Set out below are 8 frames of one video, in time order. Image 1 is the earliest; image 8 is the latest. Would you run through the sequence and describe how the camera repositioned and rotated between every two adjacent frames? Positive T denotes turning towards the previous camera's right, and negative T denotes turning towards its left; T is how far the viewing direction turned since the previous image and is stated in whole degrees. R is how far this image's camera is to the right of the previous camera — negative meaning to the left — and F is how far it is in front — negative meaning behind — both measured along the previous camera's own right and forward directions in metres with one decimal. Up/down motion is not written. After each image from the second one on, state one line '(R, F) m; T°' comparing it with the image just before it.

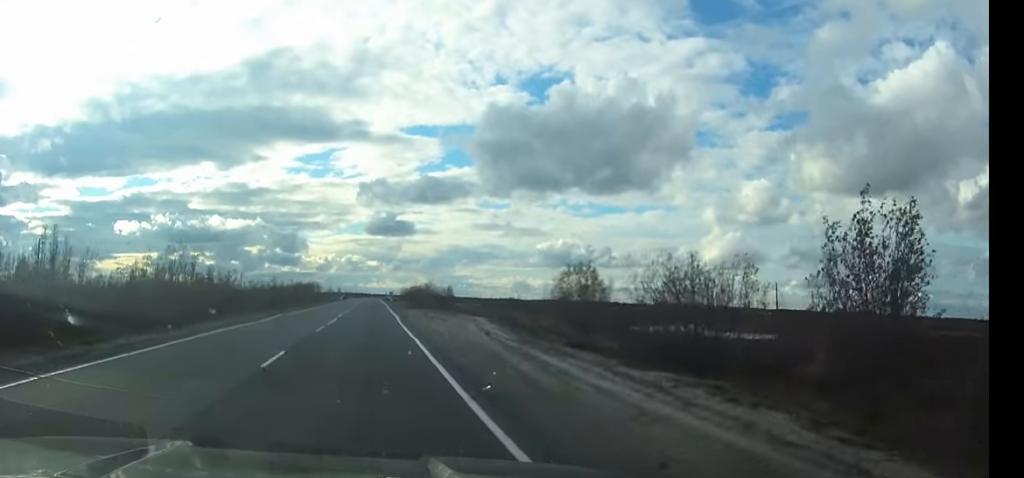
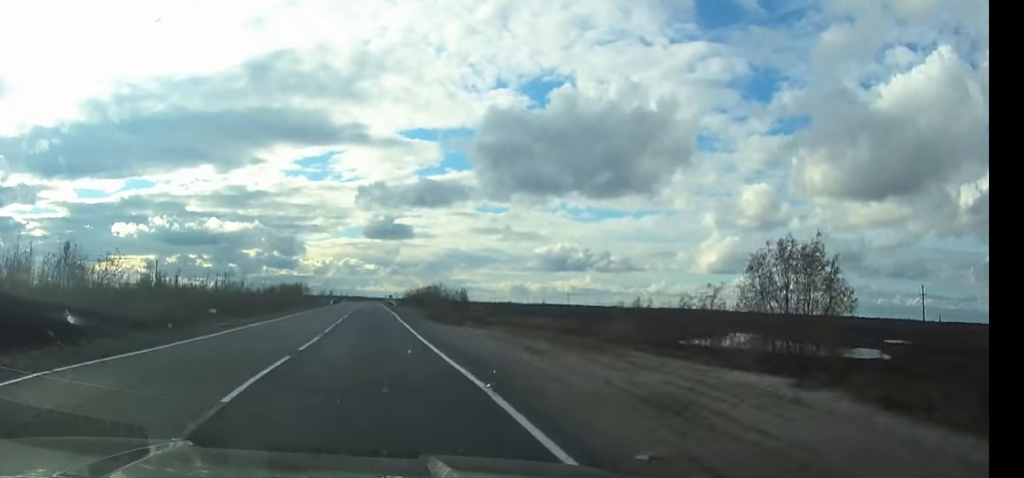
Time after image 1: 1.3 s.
(-0.1, +29.1) m; 0°
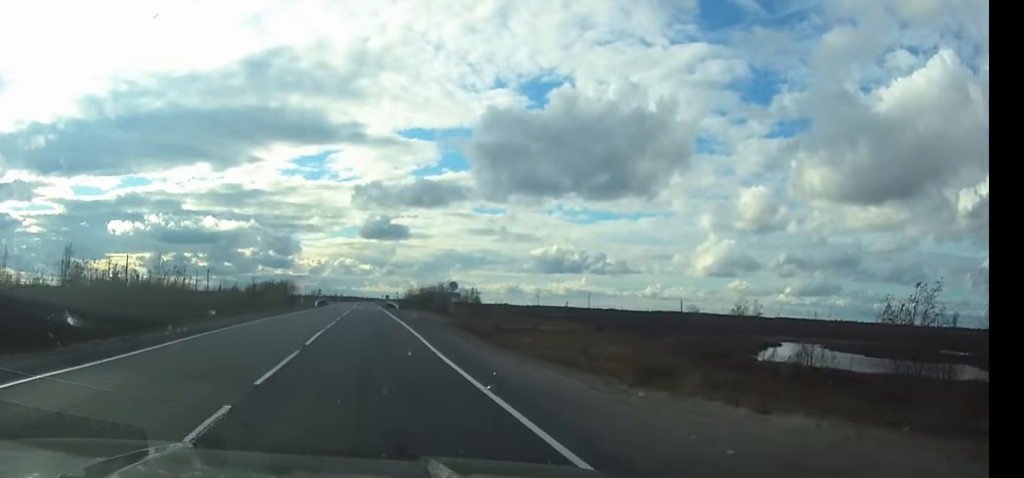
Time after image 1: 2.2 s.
(+0.1, +22.6) m; 0°
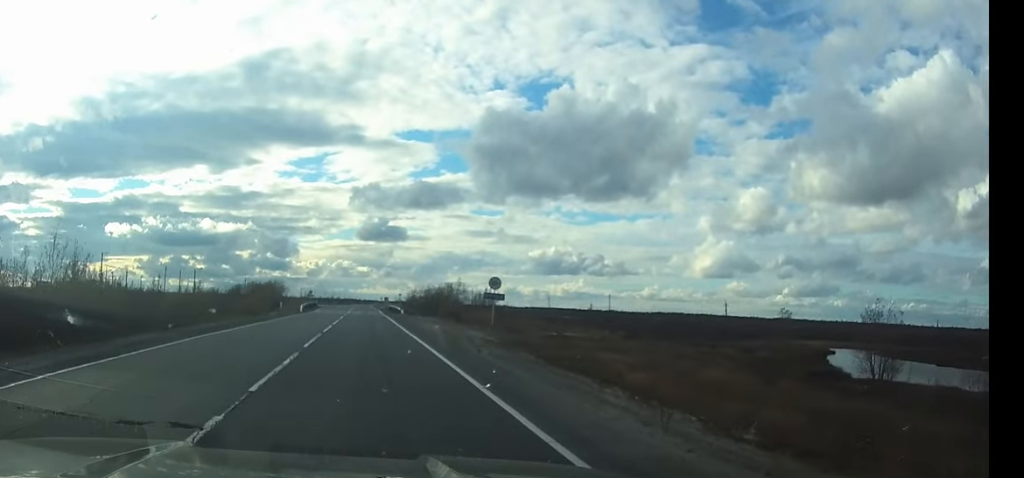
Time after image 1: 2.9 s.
(0.0, +16.0) m; 0°
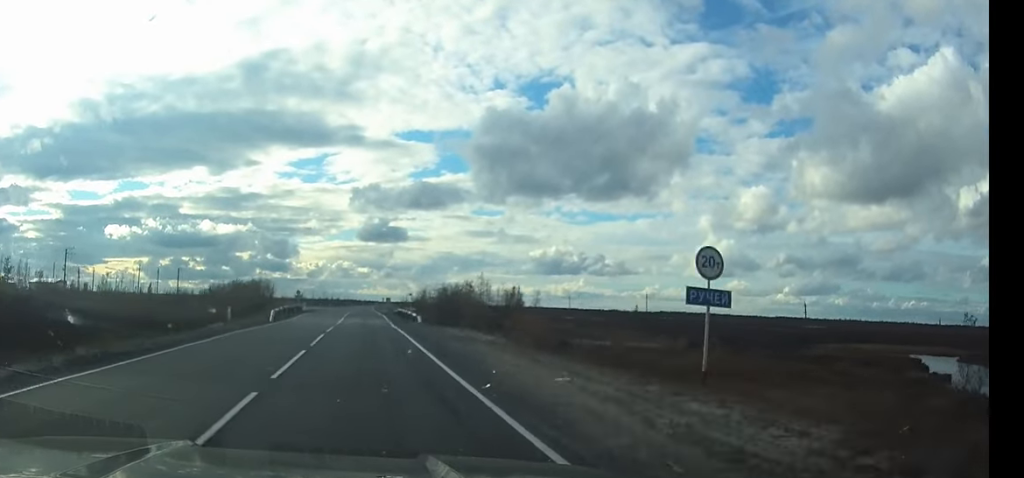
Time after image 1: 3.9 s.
(0.0, +20.9) m; 0°
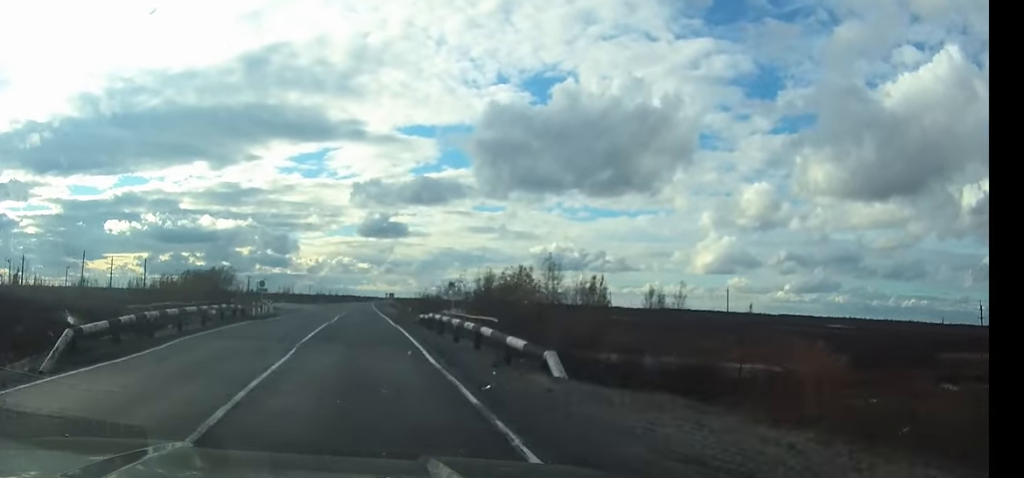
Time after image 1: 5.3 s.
(+0.1, +32.7) m; 0°
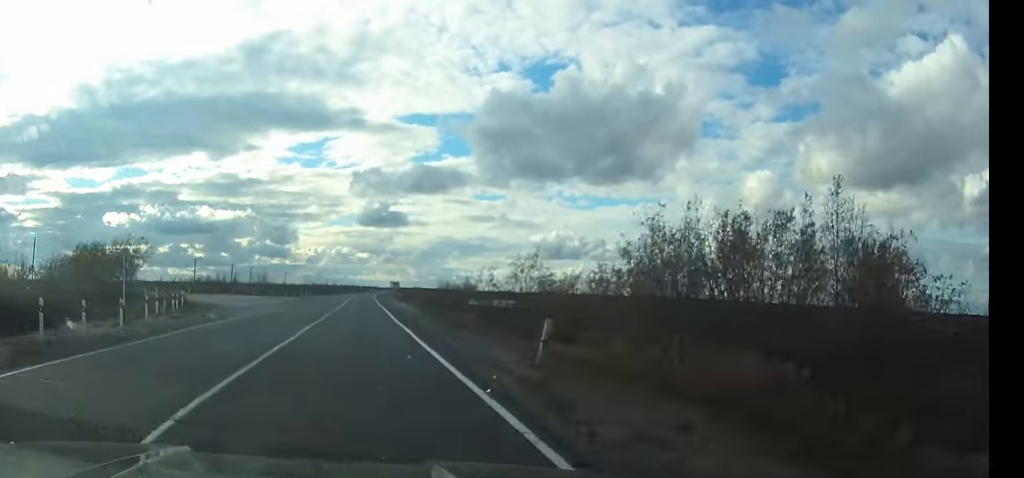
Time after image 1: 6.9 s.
(0.0, +39.2) m; 0°
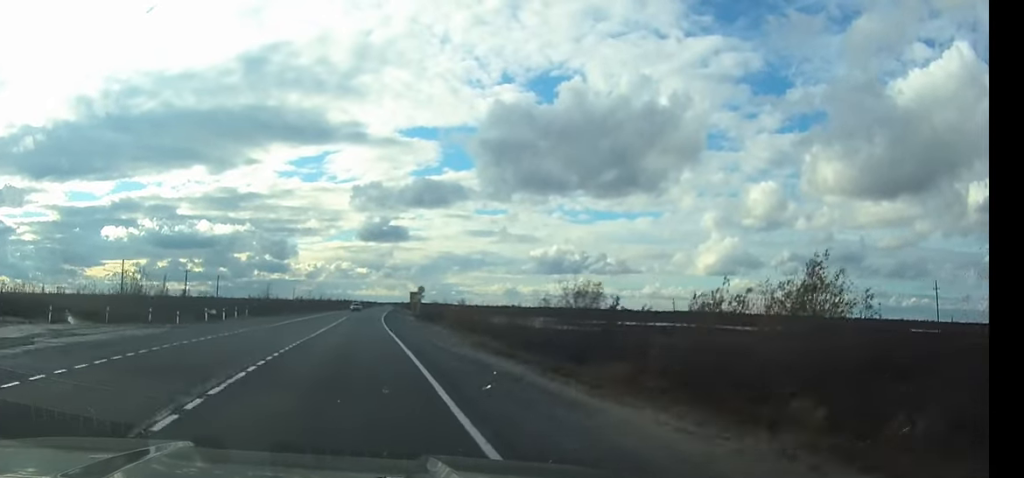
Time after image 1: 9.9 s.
(+0.2, +72.4) m; 0°
